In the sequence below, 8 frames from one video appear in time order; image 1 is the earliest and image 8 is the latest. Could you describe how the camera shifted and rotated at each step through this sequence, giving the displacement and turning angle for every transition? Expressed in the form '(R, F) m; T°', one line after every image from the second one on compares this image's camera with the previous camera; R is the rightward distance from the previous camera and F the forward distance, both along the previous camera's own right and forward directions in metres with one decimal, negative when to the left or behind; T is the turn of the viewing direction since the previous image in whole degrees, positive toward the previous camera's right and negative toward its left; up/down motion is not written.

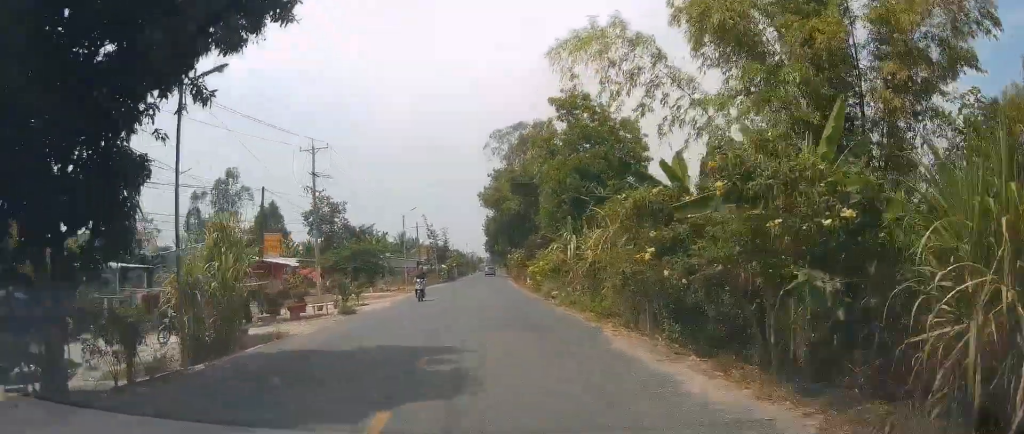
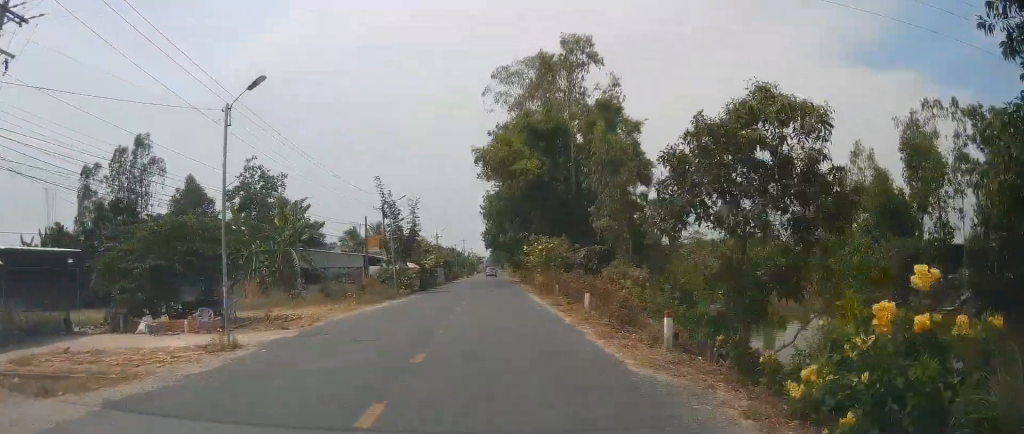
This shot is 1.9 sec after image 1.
(0.0, +31.8) m; -1°
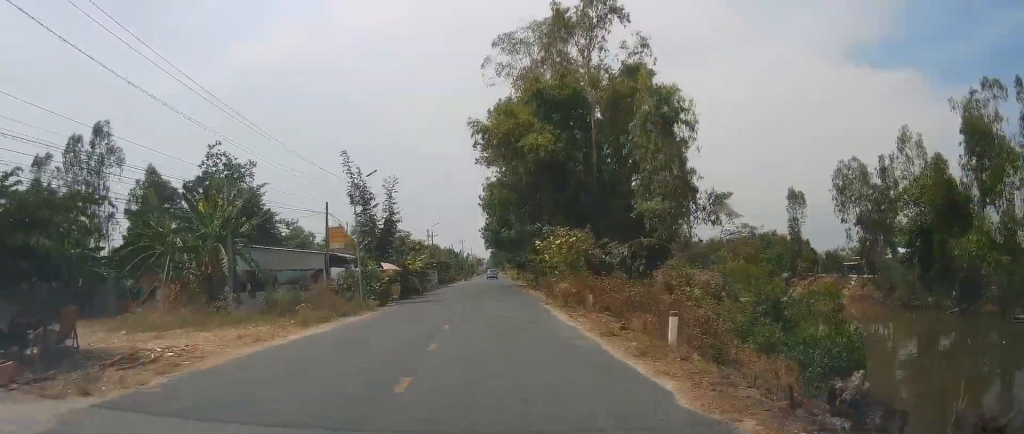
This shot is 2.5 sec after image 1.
(+0.2, +10.0) m; +1°
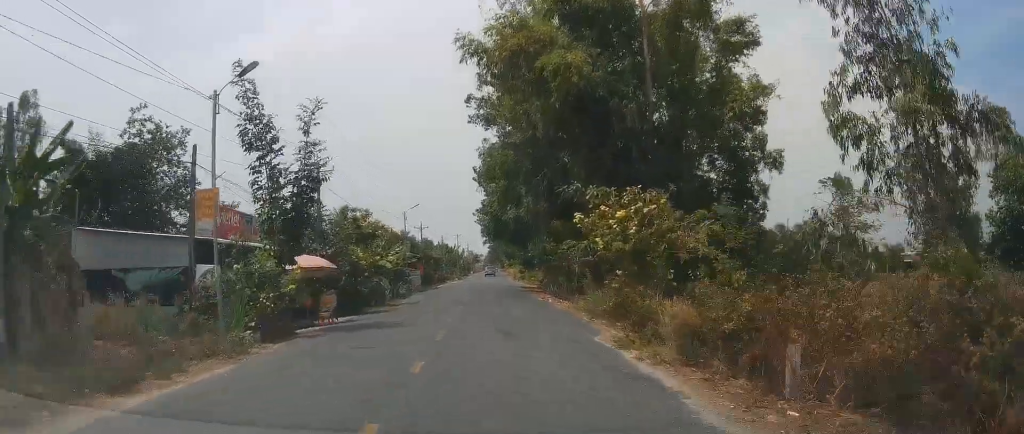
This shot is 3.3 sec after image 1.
(+0.2, +14.9) m; +1°
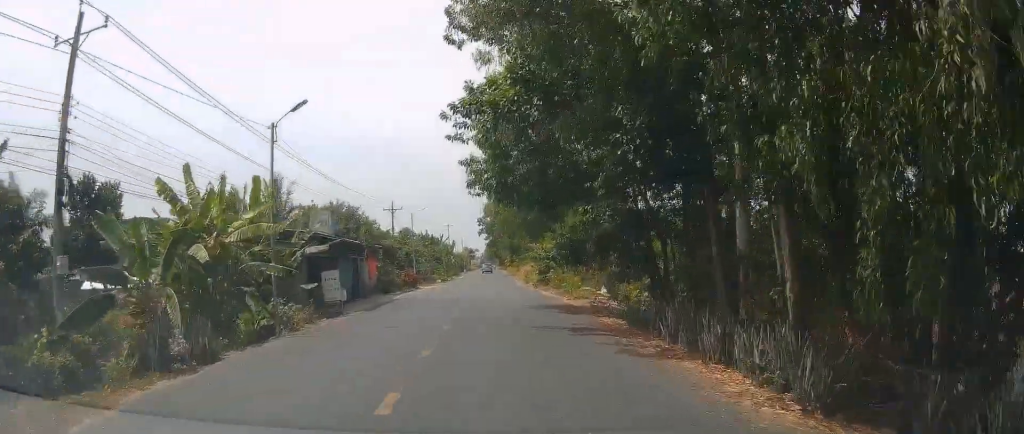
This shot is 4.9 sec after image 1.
(0.0, +26.9) m; +1°
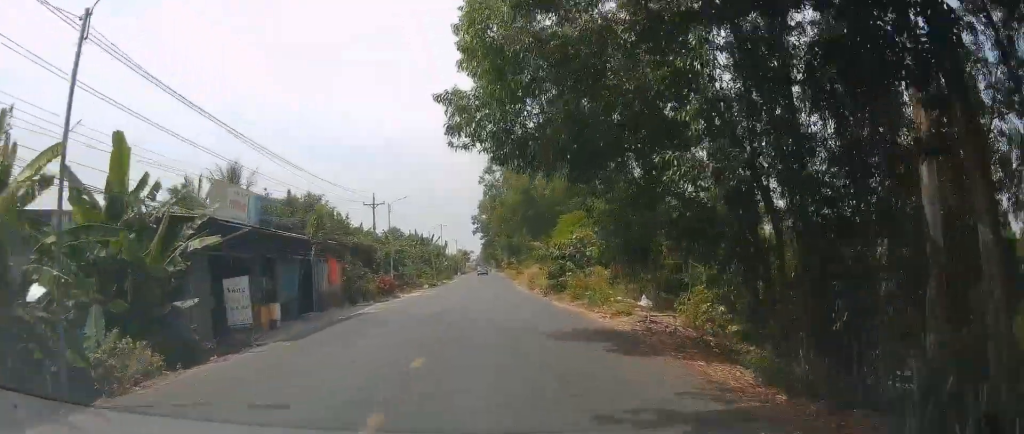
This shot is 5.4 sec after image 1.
(+0.1, +9.5) m; 0°
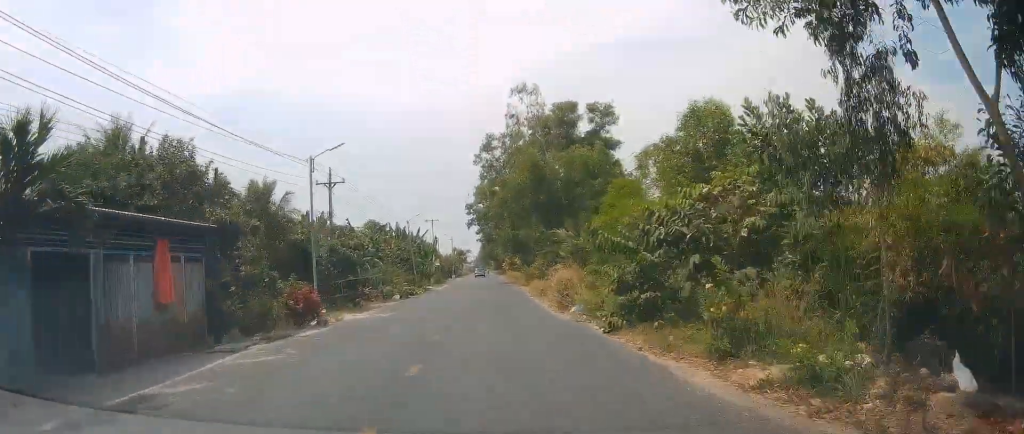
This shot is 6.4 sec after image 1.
(+0.1, +16.4) m; 0°
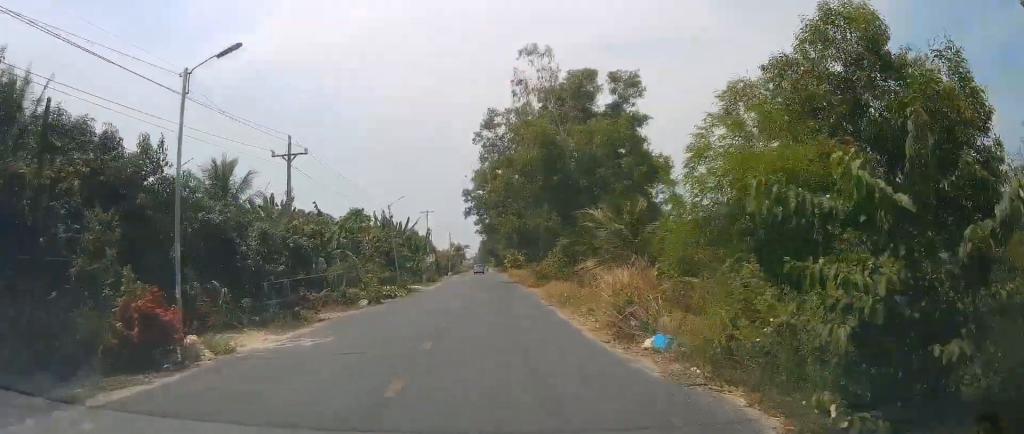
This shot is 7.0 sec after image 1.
(0.0, +10.1) m; 0°
